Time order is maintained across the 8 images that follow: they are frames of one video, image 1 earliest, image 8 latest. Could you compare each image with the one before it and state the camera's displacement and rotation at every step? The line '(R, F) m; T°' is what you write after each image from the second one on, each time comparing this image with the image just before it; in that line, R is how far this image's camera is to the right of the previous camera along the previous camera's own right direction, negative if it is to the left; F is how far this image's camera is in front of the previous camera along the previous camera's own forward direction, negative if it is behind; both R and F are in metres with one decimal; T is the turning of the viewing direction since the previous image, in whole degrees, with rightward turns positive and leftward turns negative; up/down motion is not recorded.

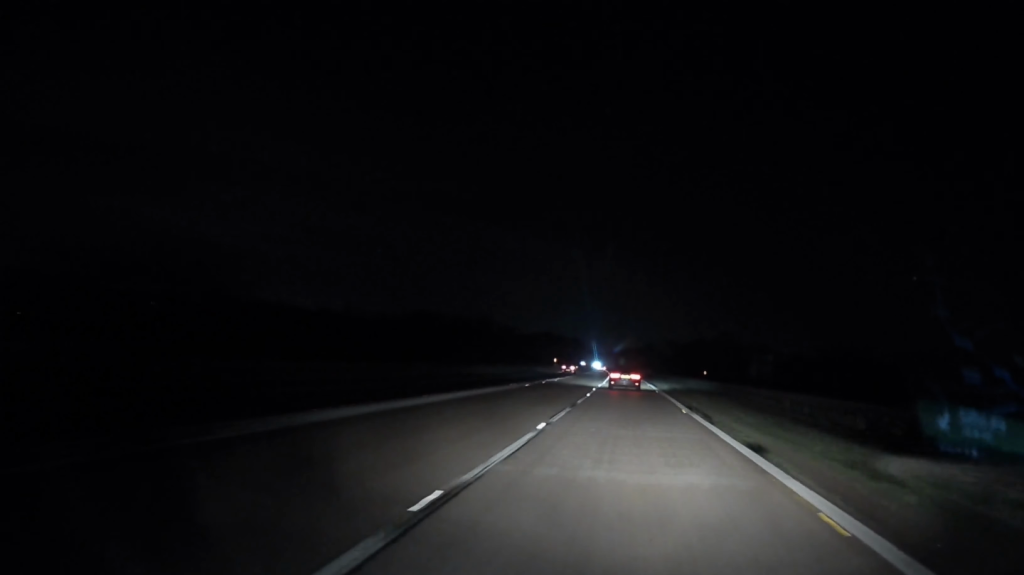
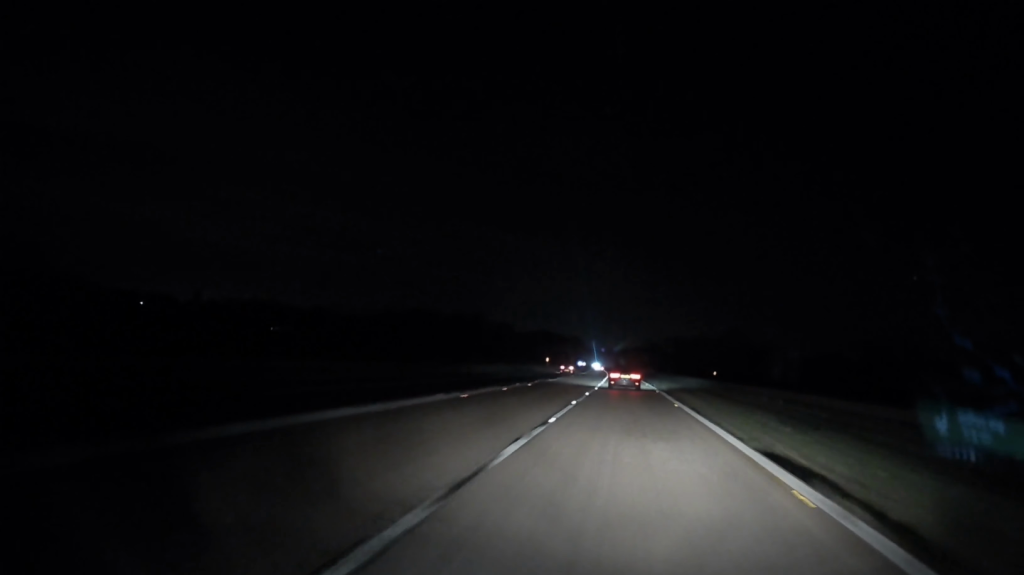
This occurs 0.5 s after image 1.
(+0.2, +16.1) m; 0°
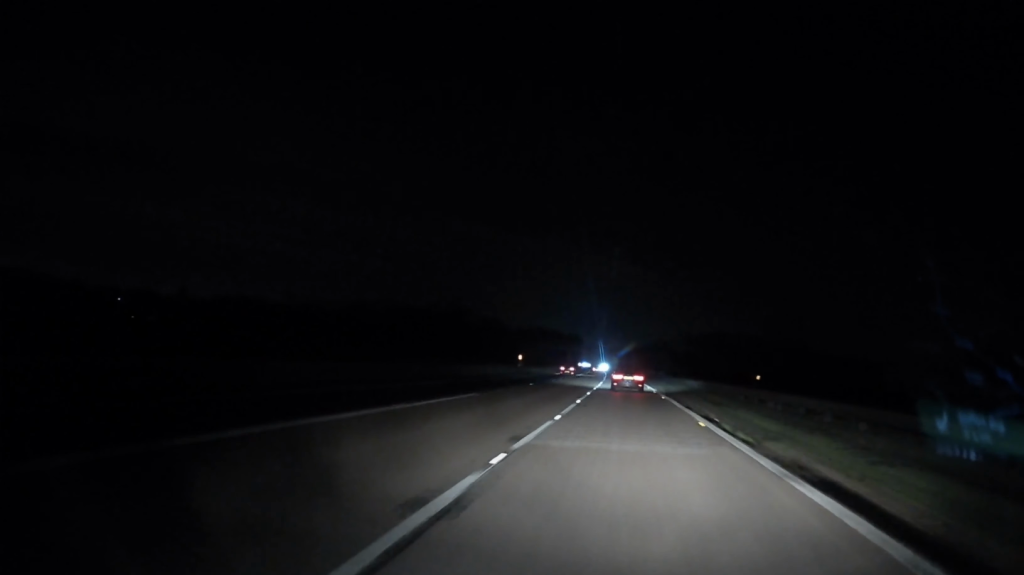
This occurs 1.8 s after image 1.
(-0.4, +40.8) m; 0°
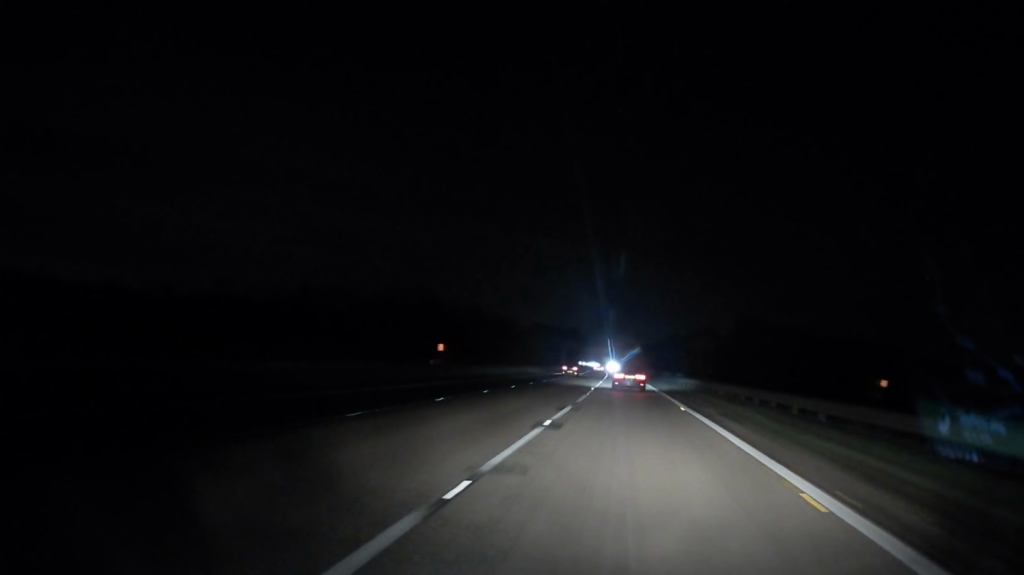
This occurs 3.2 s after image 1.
(0.0, +46.5) m; -1°
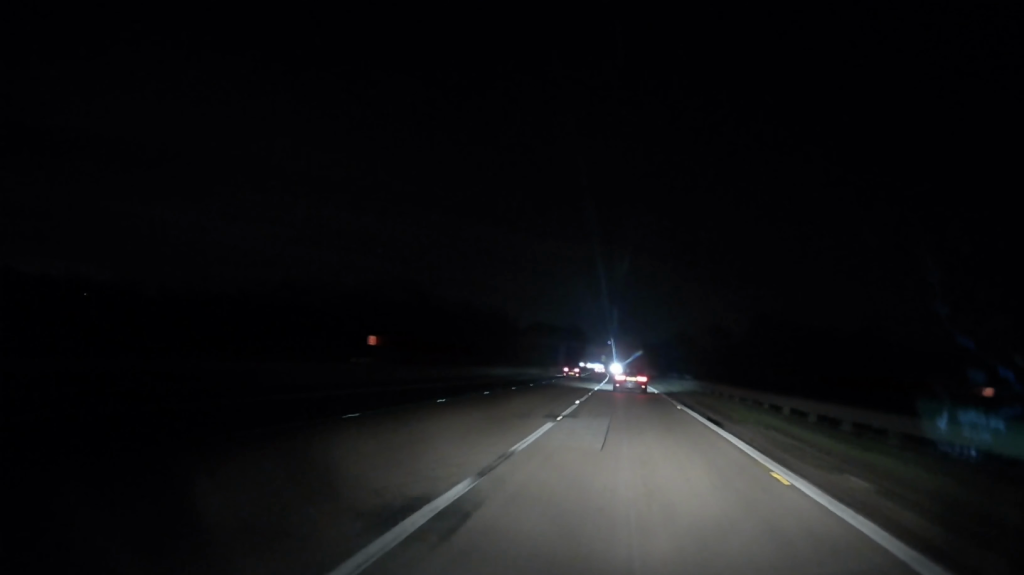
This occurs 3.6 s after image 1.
(-0.1, +16.0) m; 0°
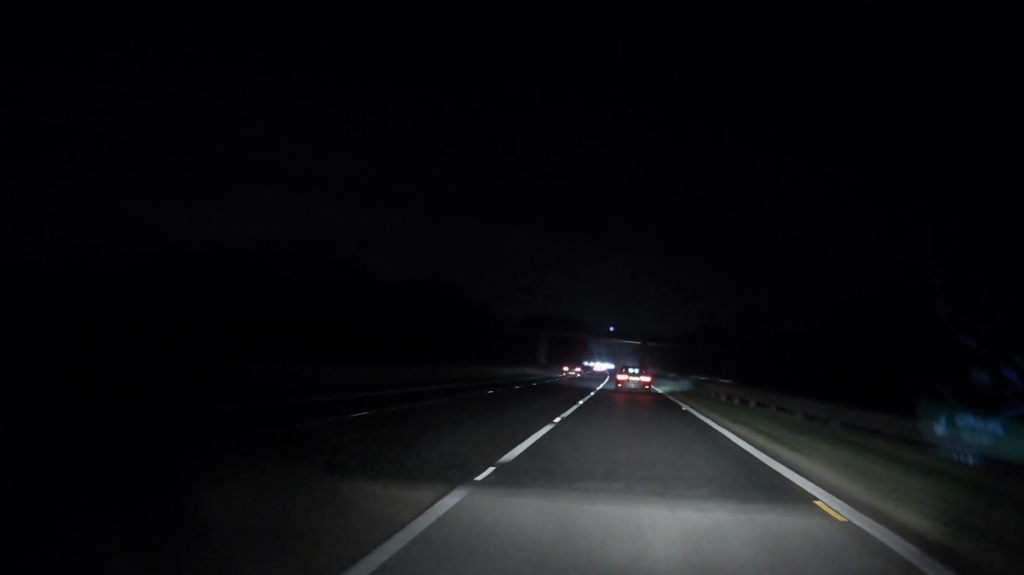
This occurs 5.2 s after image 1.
(-0.1, +53.1) m; -1°
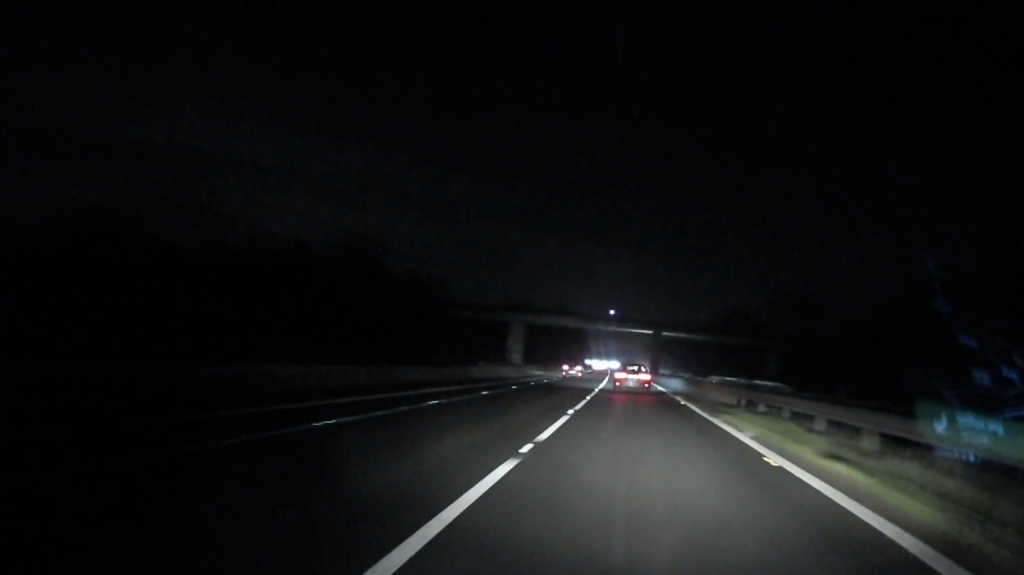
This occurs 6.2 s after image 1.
(-0.3, +32.4) m; 0°
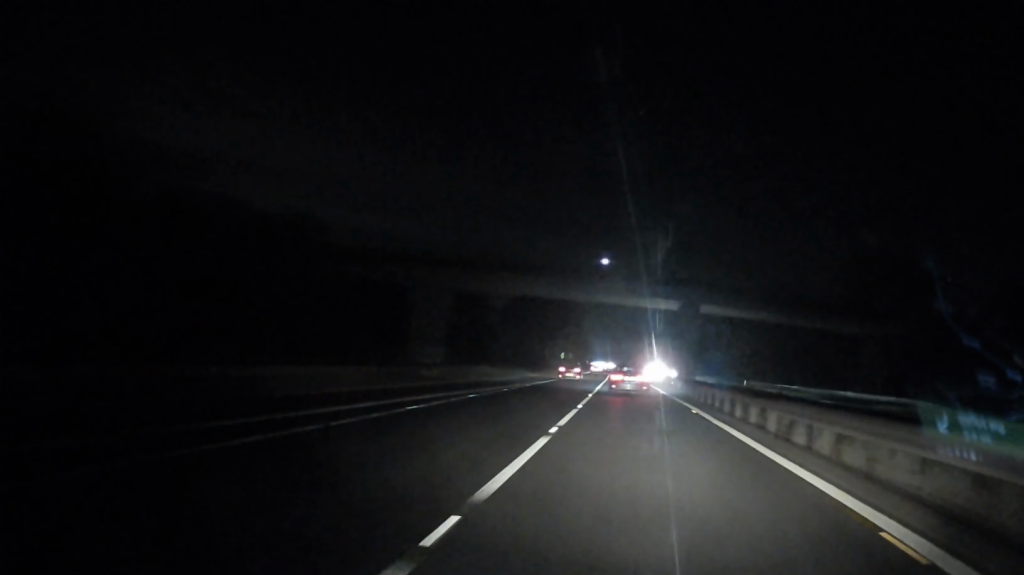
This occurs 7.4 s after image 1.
(+0.2, +39.0) m; 0°
